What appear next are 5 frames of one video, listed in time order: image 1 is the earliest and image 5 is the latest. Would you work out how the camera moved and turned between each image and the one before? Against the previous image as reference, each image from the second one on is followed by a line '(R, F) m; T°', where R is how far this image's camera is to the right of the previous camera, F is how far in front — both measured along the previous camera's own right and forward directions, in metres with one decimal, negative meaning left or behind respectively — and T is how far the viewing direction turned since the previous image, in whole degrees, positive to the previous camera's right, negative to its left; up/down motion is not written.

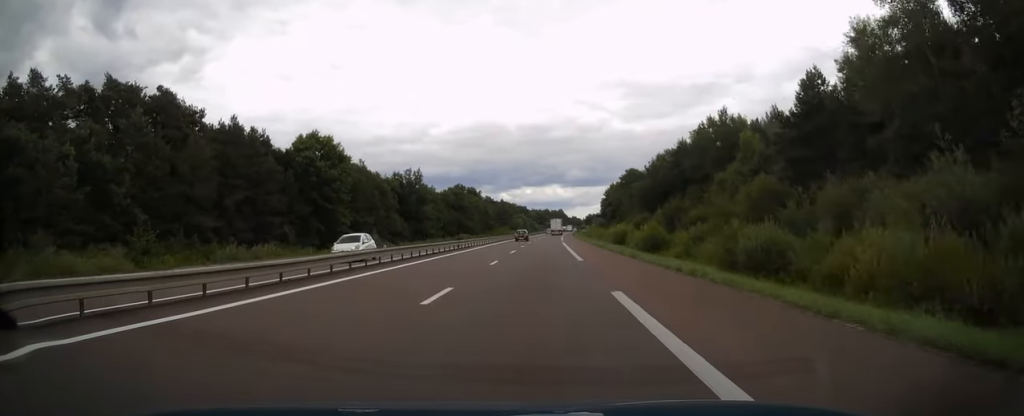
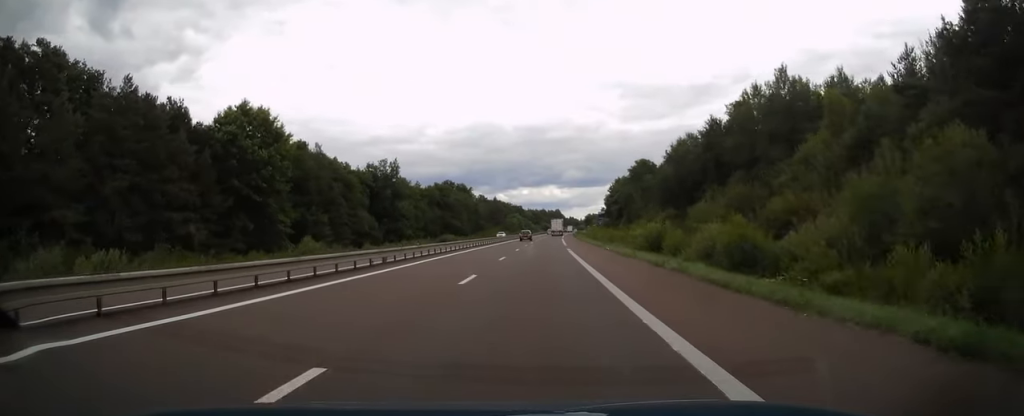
(+0.1, +21.5) m; 0°
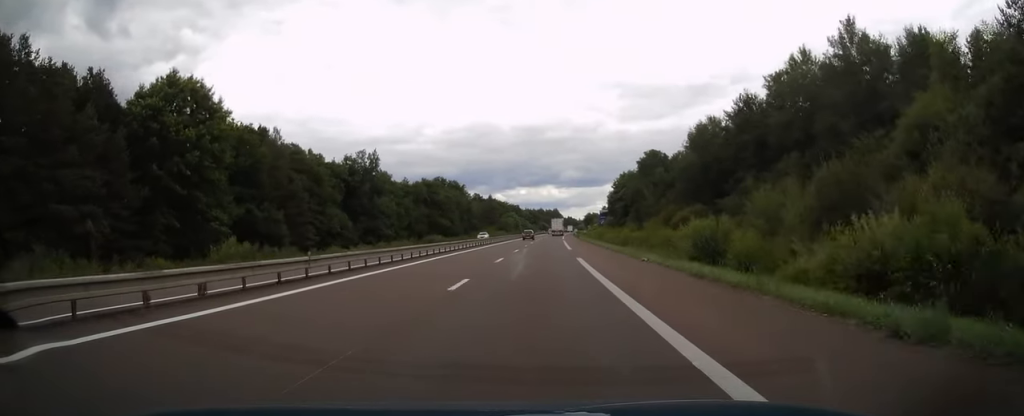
(0.0, +14.6) m; 0°
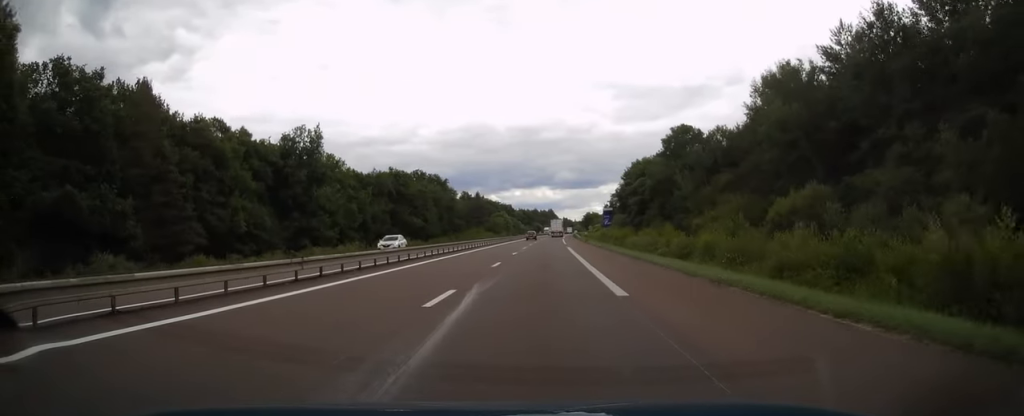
(+0.1, +28.8) m; +1°
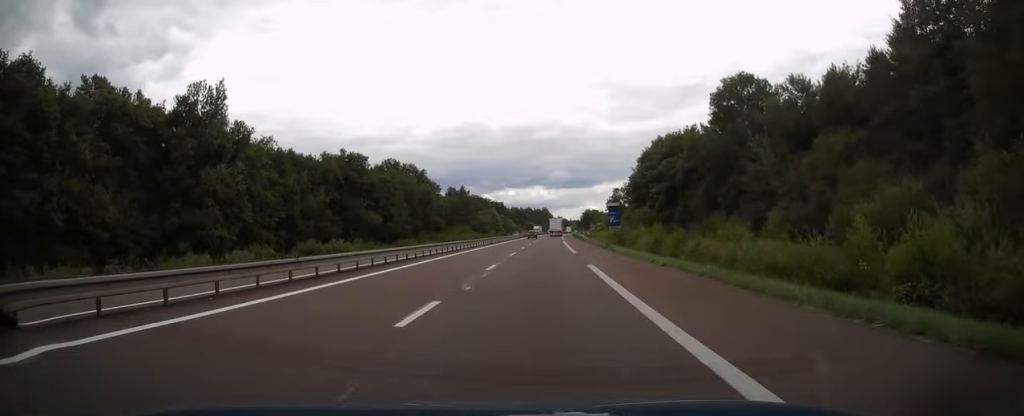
(+0.2, +28.3) m; +1°
